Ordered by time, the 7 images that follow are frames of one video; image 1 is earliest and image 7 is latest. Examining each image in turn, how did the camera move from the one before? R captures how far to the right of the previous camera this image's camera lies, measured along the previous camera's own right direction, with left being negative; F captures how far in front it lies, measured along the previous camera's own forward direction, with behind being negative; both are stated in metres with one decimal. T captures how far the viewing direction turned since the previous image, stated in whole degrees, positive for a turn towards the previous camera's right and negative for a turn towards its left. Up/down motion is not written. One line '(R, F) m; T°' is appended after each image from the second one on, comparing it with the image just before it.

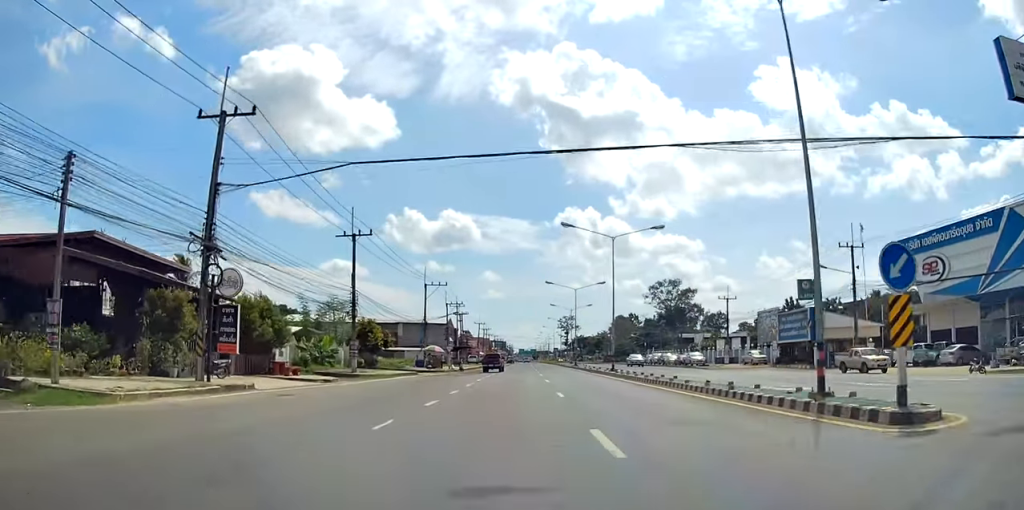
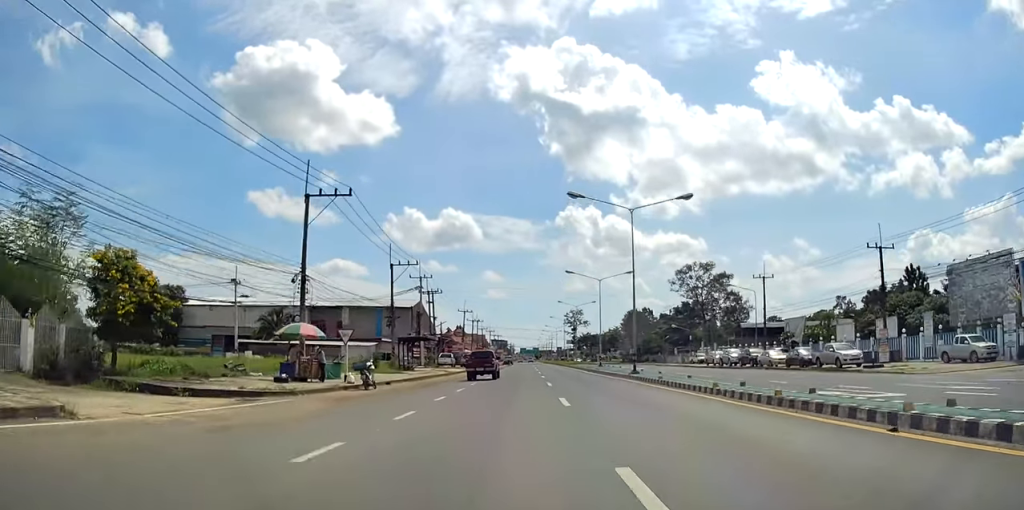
(+0.1, +39.5) m; 0°
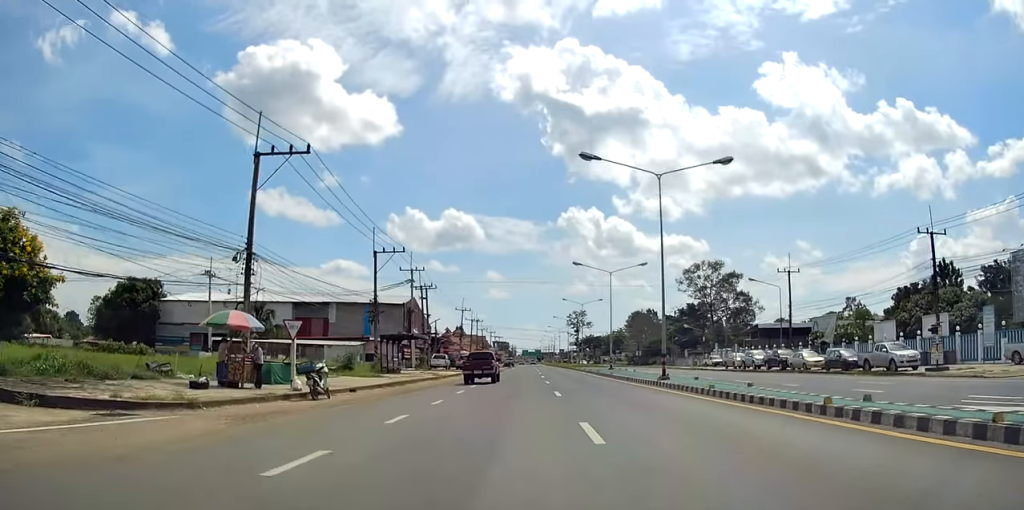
(0.0, +7.2) m; 0°
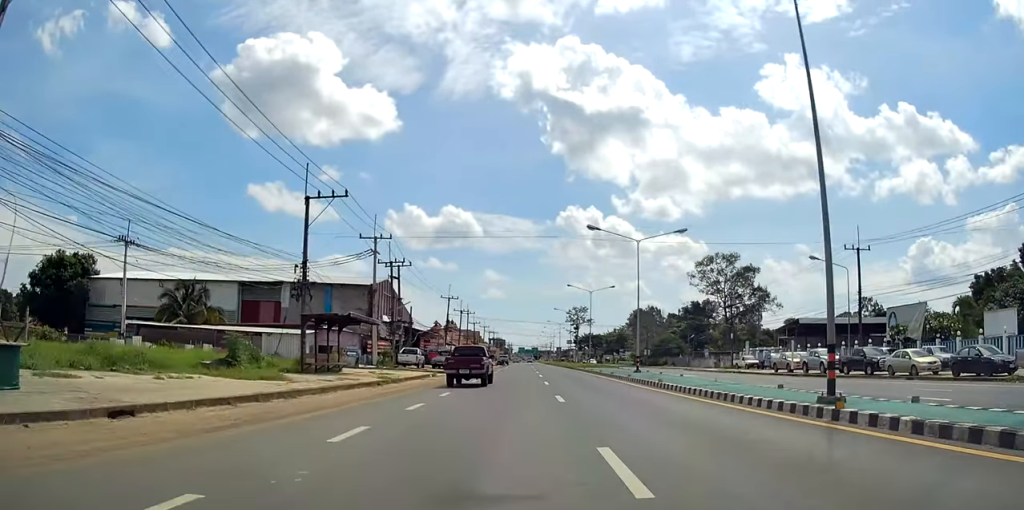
(+0.1, +15.1) m; +1°
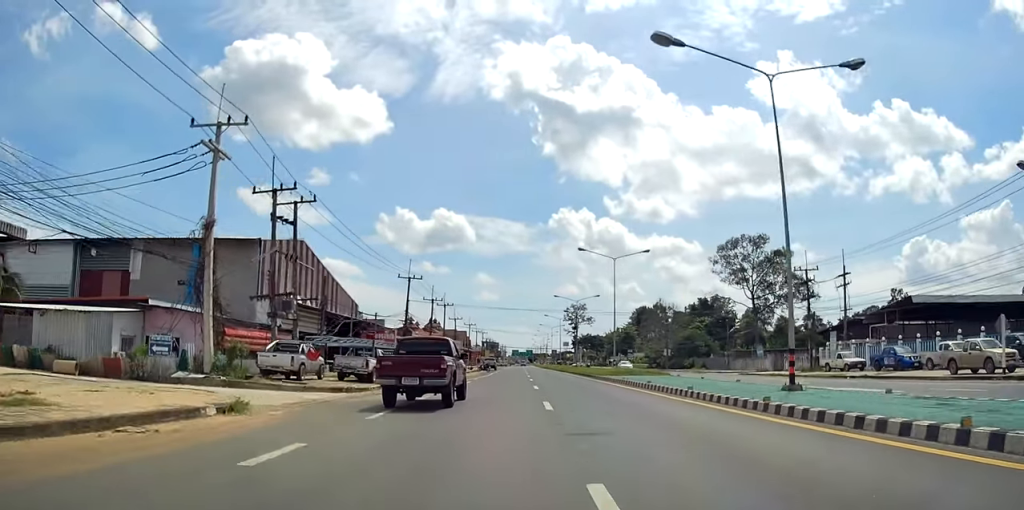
(+0.2, +26.6) m; 0°
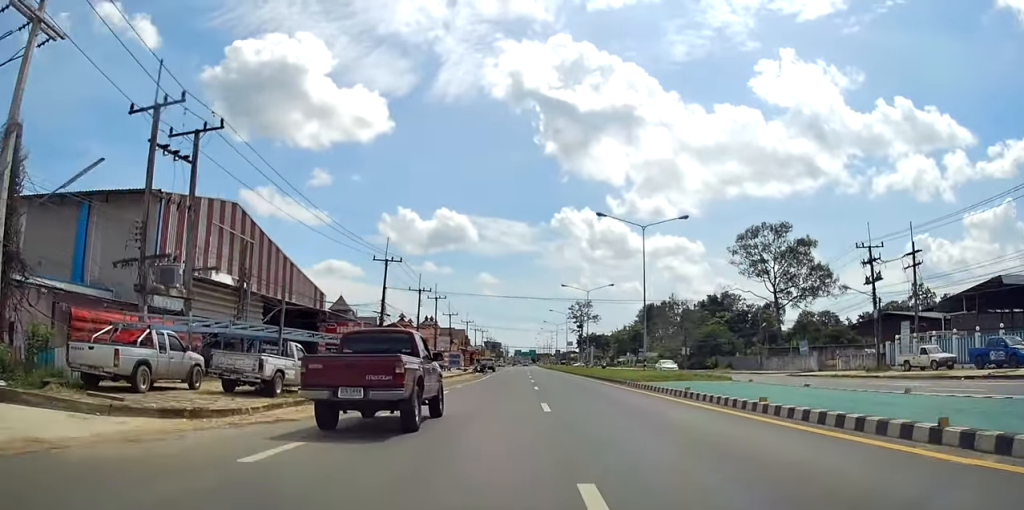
(-0.1, +11.6) m; +1°
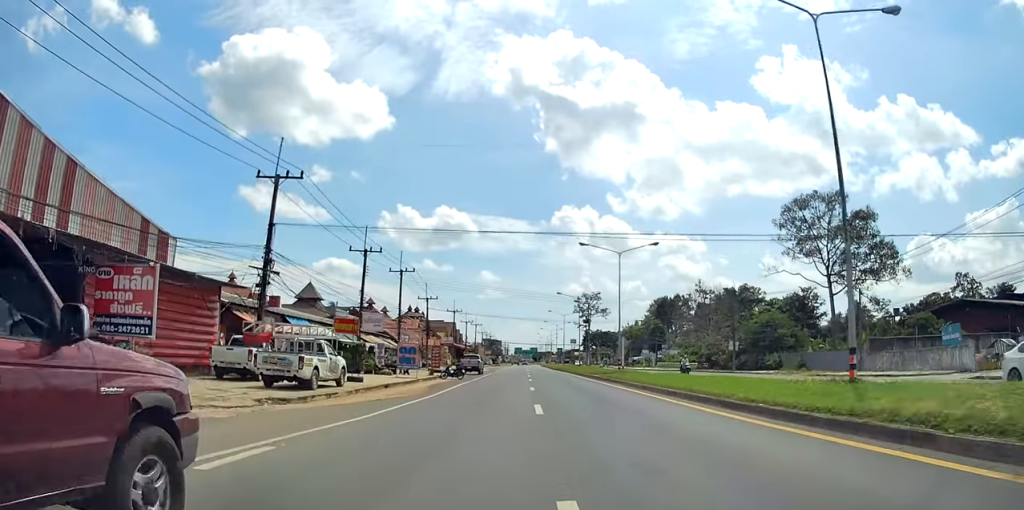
(+0.8, +24.6) m; +2°
